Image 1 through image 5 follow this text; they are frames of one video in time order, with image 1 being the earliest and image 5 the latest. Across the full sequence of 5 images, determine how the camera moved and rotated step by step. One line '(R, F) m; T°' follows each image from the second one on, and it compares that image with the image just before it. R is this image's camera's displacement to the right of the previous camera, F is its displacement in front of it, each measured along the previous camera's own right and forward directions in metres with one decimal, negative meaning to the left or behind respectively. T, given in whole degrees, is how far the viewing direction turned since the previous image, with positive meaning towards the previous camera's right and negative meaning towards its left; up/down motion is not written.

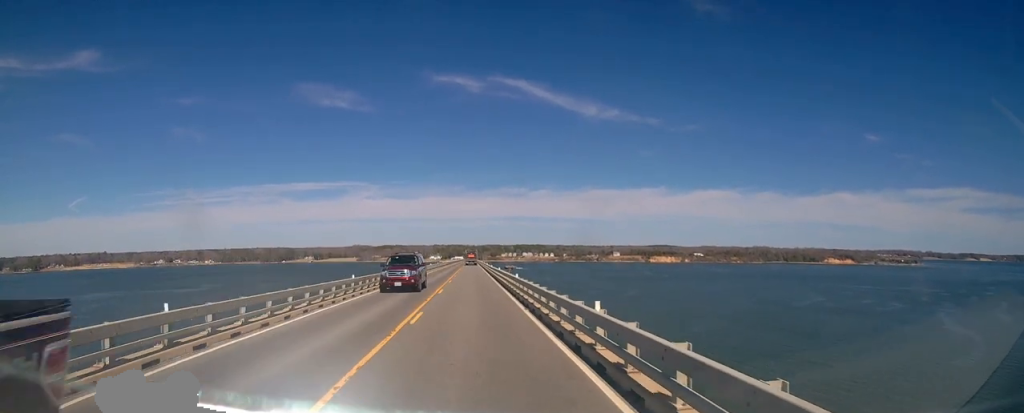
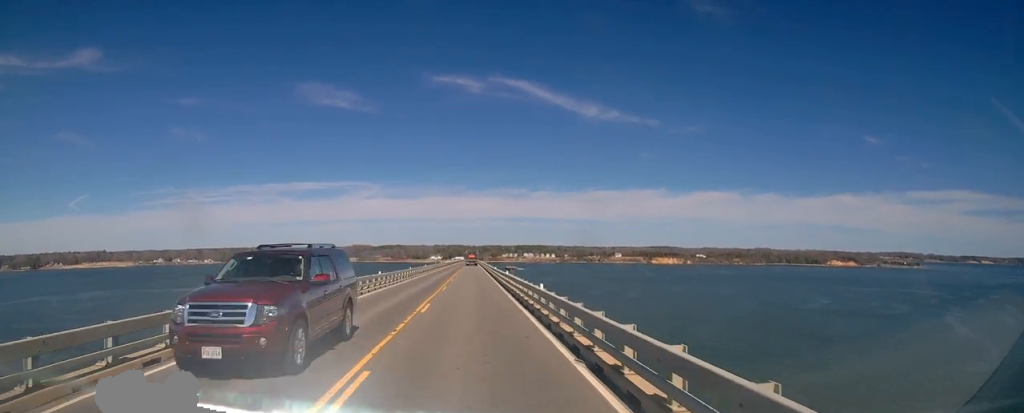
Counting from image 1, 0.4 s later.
(+0.2, +9.0) m; +1°
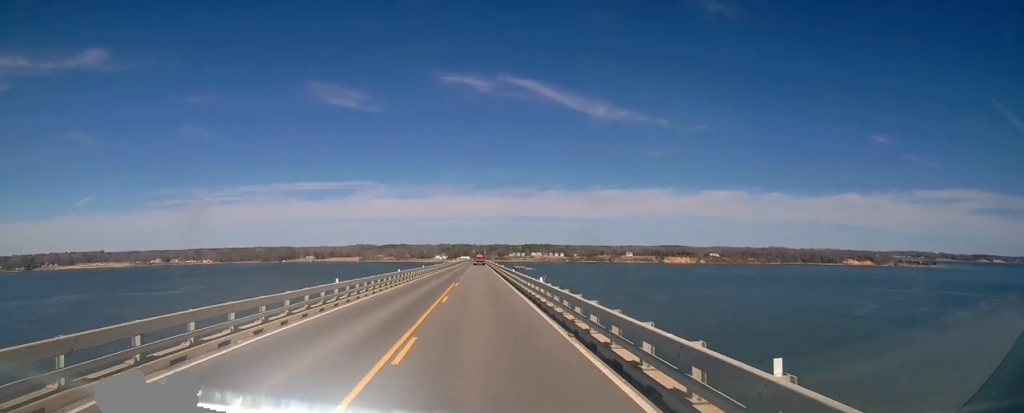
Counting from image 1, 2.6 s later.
(+0.2, +45.2) m; -1°
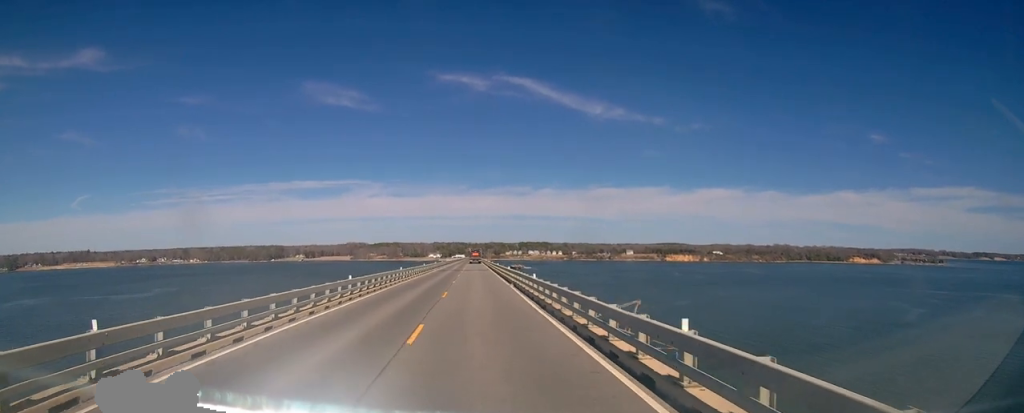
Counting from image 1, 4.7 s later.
(-0.2, +46.7) m; +1°
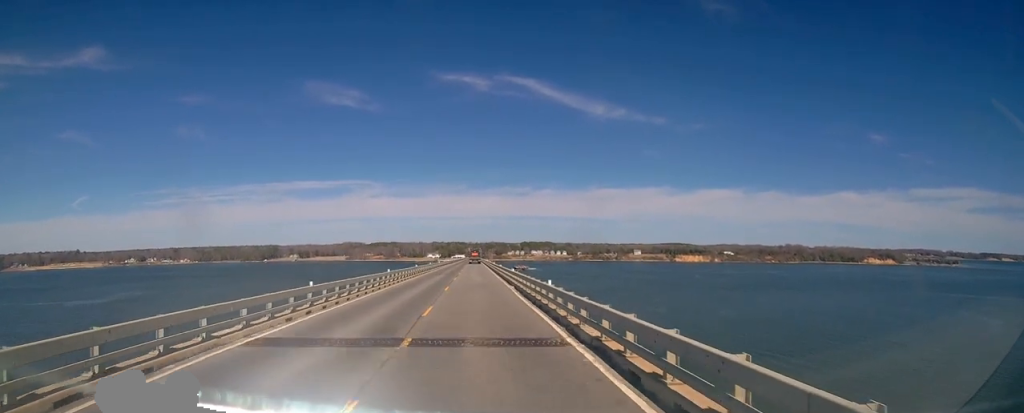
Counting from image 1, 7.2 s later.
(-0.1, +56.5) m; 0°
